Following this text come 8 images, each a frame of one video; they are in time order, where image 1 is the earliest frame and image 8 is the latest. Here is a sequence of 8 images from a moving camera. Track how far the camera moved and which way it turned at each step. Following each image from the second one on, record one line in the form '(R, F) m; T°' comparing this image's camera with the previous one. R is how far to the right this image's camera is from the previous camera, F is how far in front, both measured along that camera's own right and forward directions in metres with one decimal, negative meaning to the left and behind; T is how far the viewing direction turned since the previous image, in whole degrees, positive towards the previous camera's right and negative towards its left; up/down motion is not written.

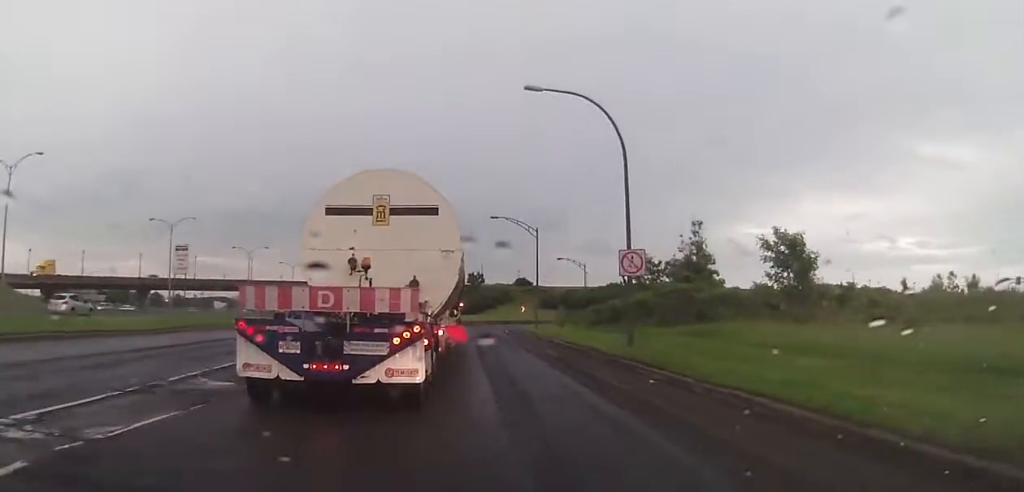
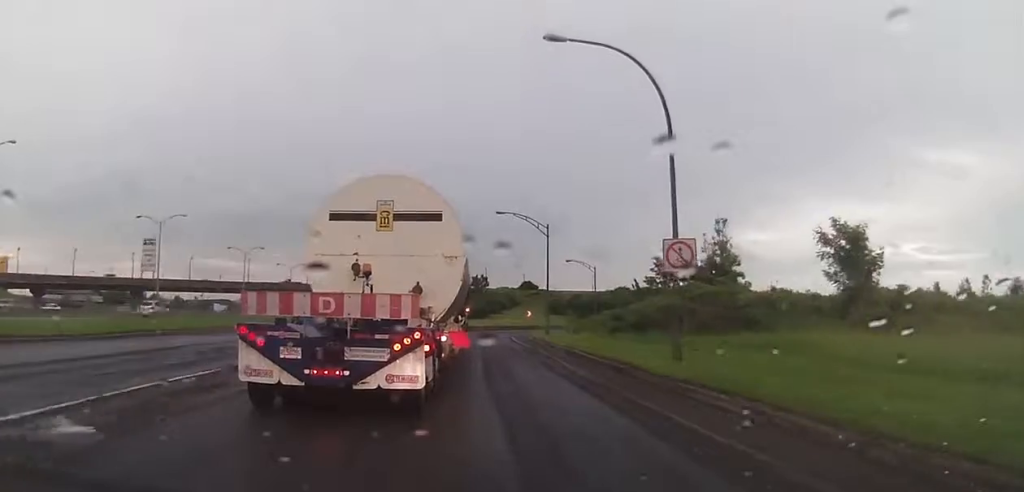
(+0.1, +5.0) m; -3°
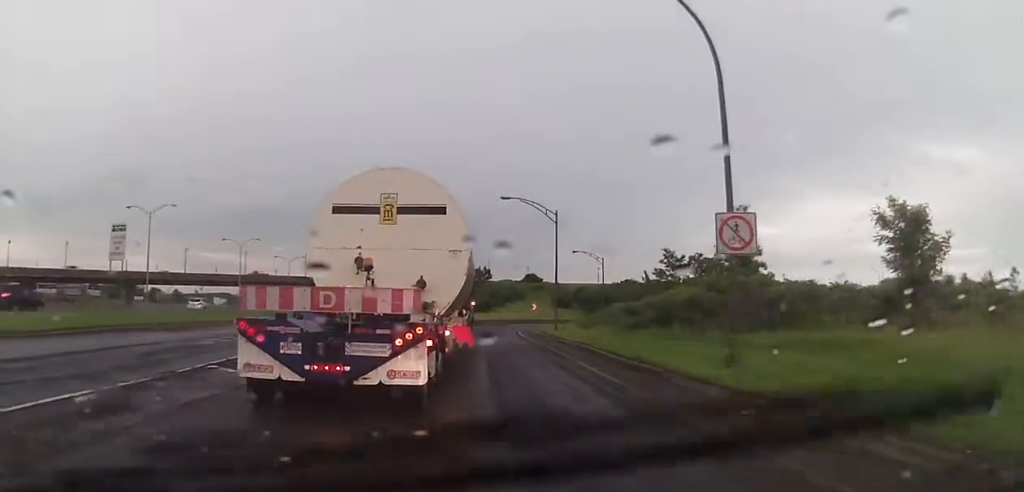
(-0.1, +3.8) m; -1°
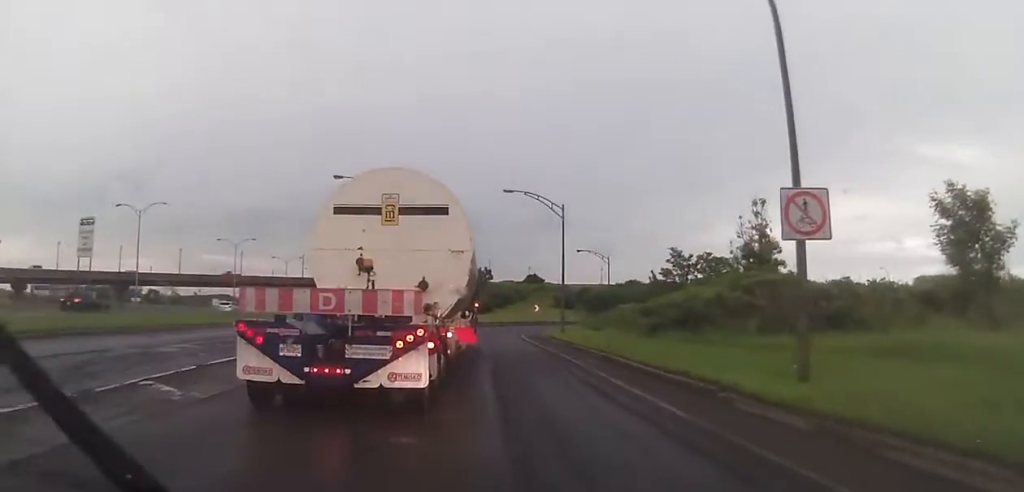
(-0.3, +3.2) m; 0°
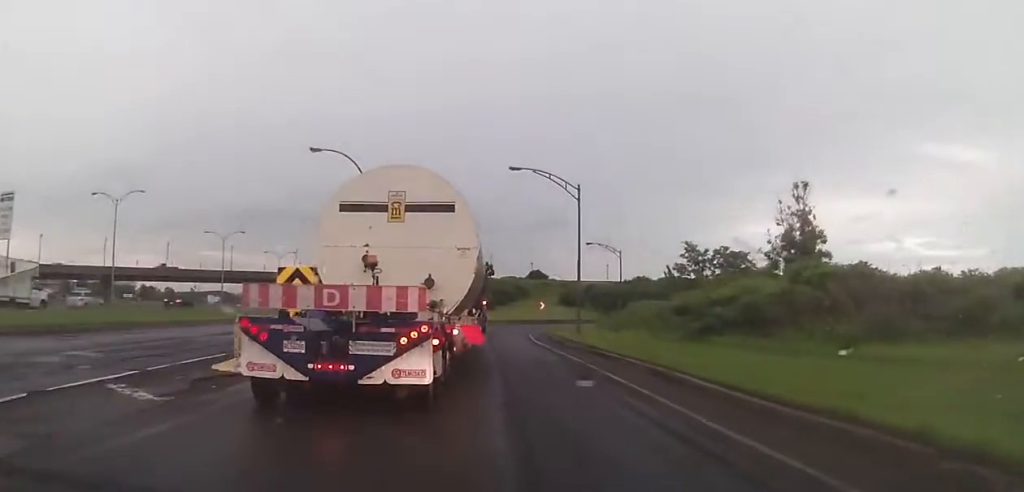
(+0.5, +6.4) m; +1°
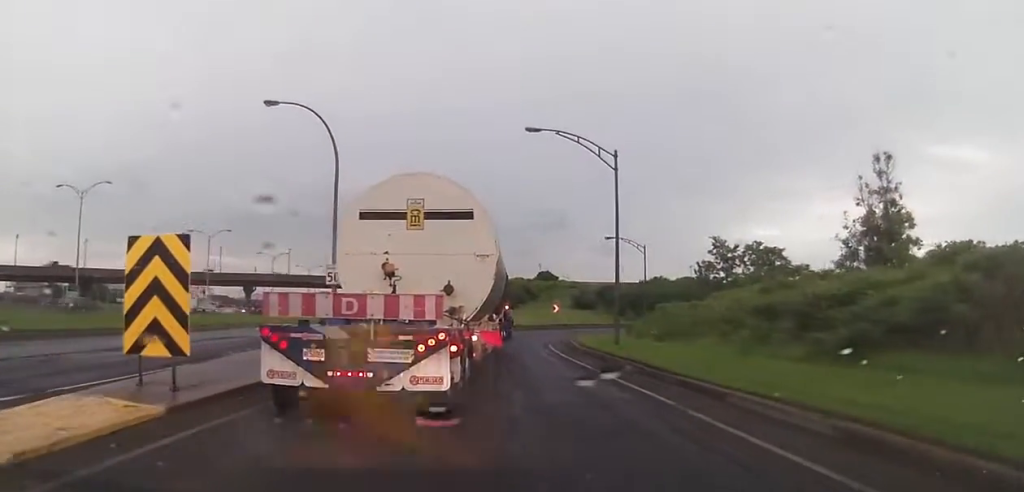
(-0.2, +9.2) m; +3°
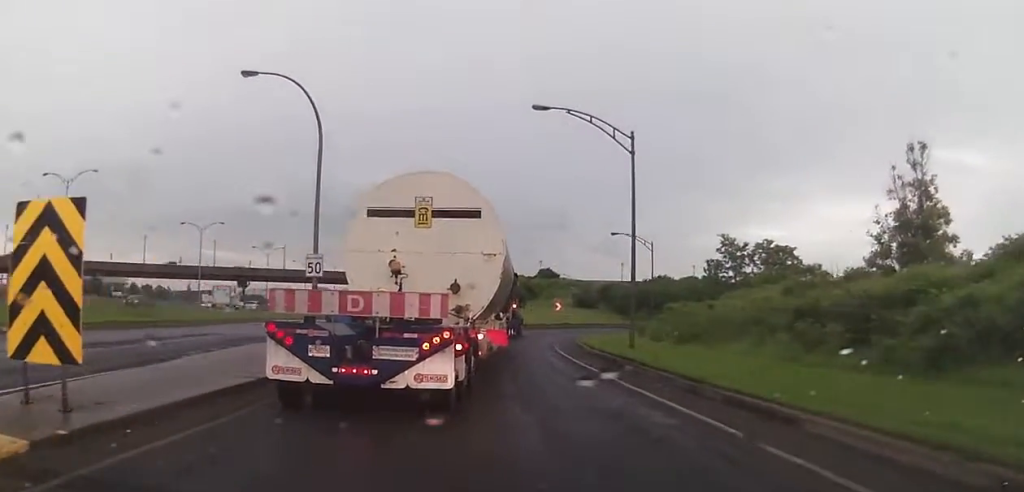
(+0.1, +3.1) m; +2°
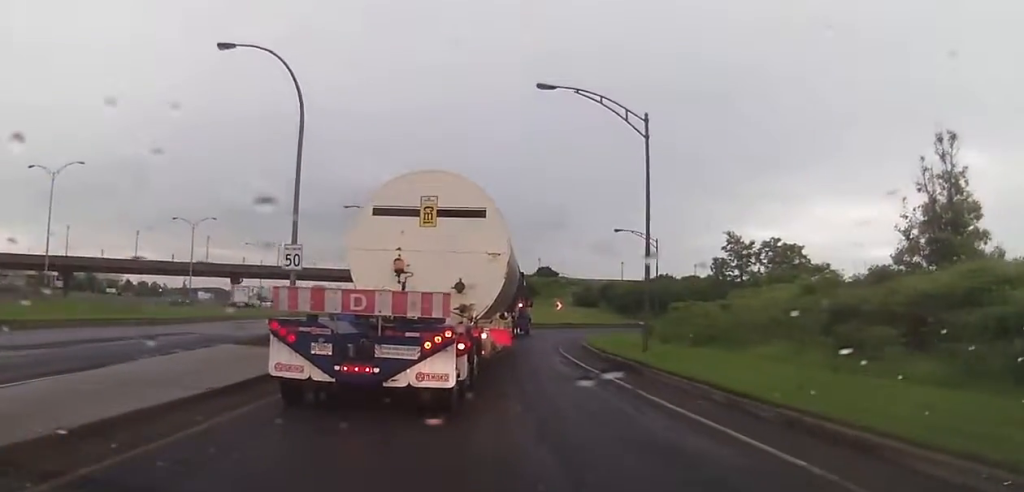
(0.0, +2.5) m; 0°
